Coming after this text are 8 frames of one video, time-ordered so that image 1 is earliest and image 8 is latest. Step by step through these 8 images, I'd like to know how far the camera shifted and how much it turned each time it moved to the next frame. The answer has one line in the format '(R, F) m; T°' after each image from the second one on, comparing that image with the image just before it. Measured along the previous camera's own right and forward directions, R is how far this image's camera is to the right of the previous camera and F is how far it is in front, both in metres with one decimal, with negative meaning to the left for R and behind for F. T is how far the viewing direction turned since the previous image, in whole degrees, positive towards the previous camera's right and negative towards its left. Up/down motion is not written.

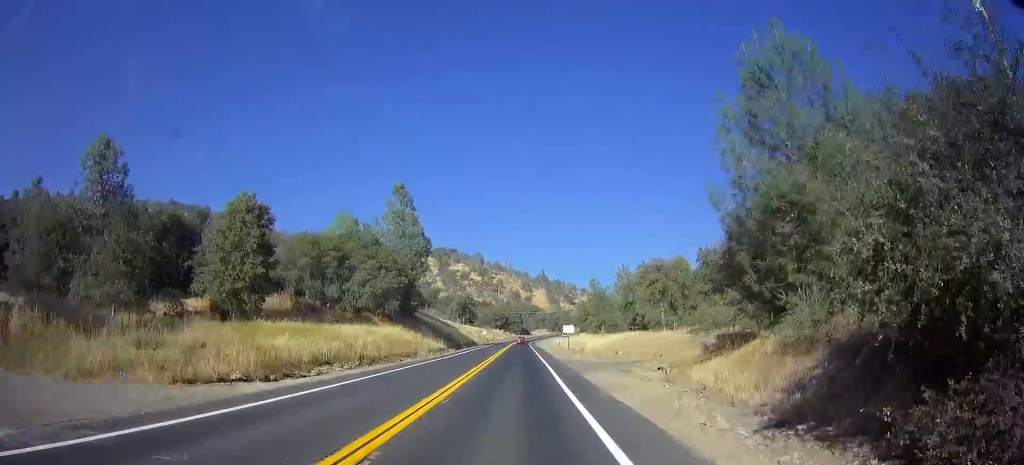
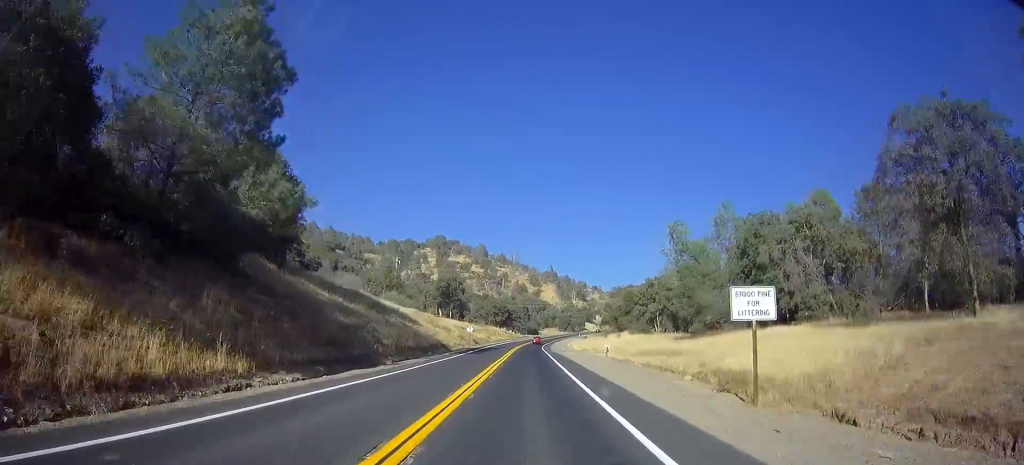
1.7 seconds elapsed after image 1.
(-0.5, +50.7) m; -1°
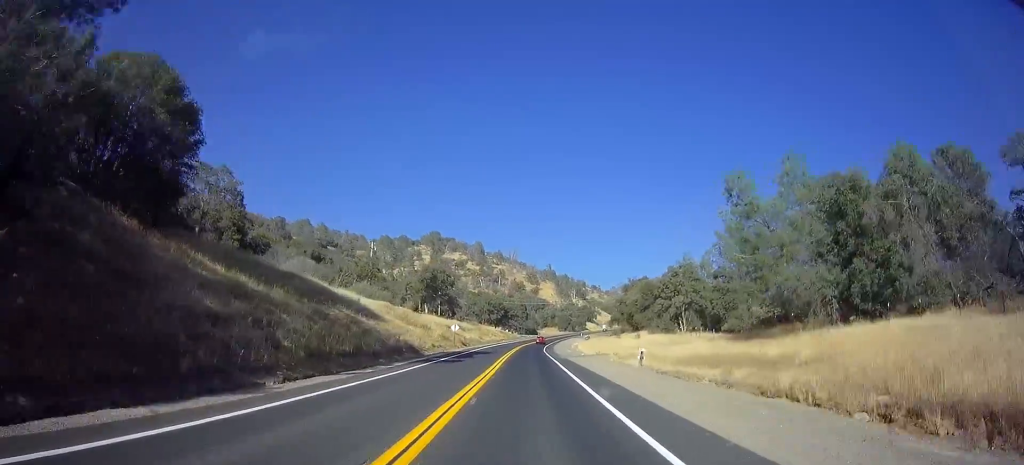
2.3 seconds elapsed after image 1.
(-0.2, +15.7) m; 0°
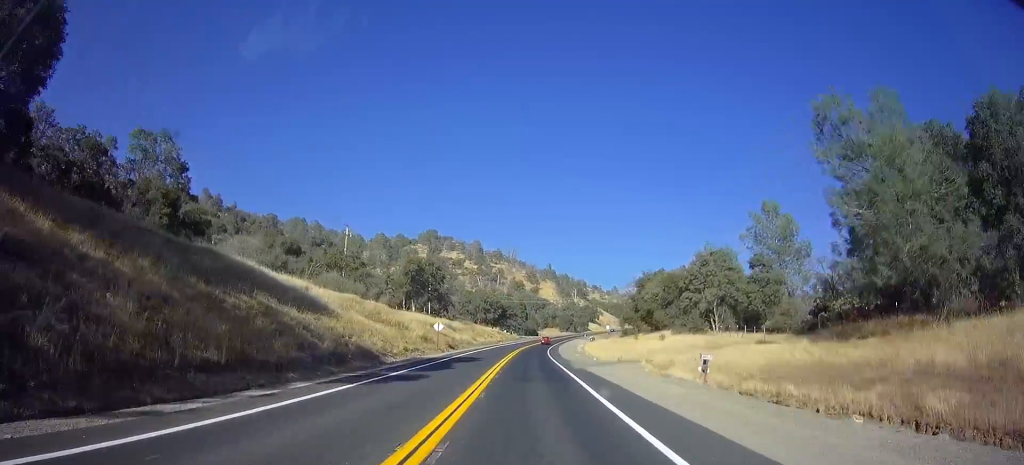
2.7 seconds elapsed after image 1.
(0.0, +12.7) m; +1°
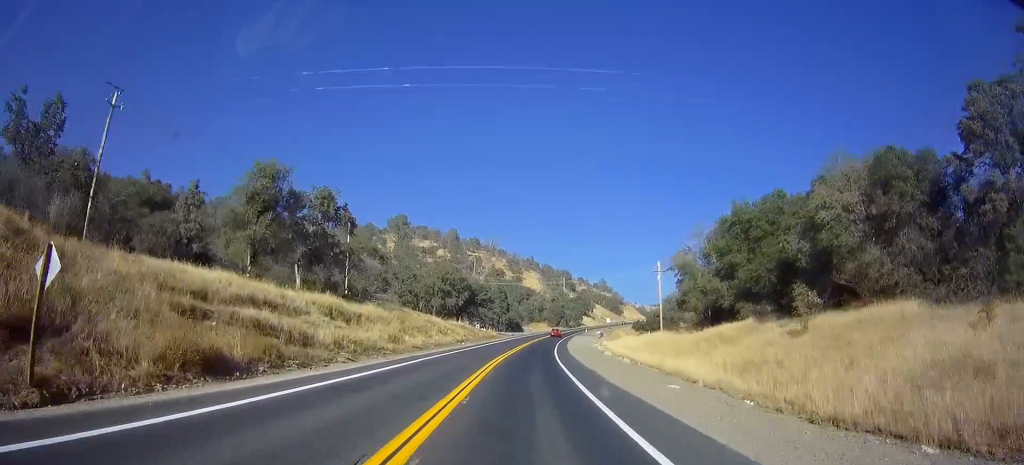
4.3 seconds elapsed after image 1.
(+1.0, +45.9) m; +3°
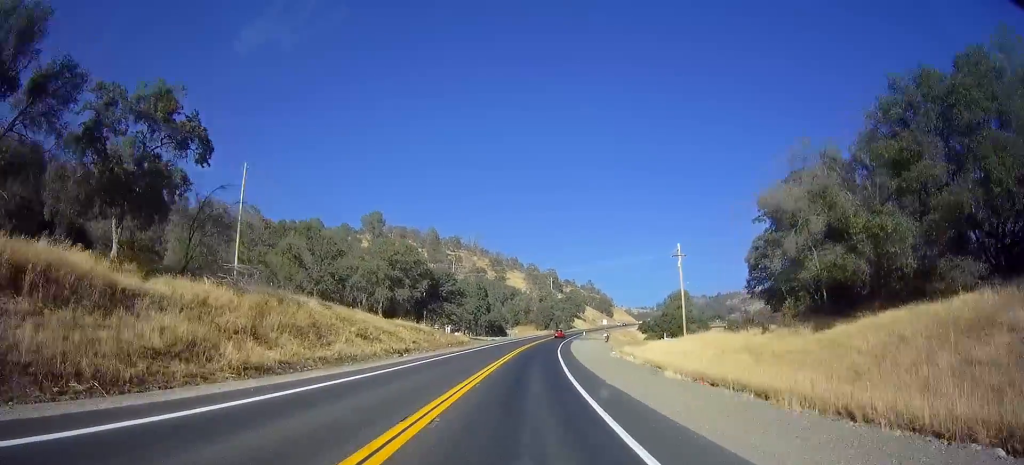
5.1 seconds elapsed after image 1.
(+0.4, +25.1) m; +2°
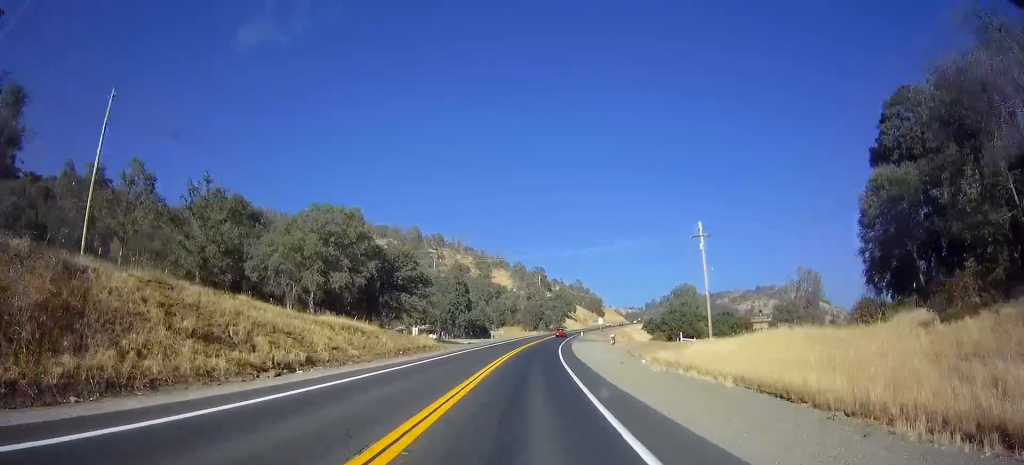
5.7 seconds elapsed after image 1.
(+0.2, +17.2) m; +1°
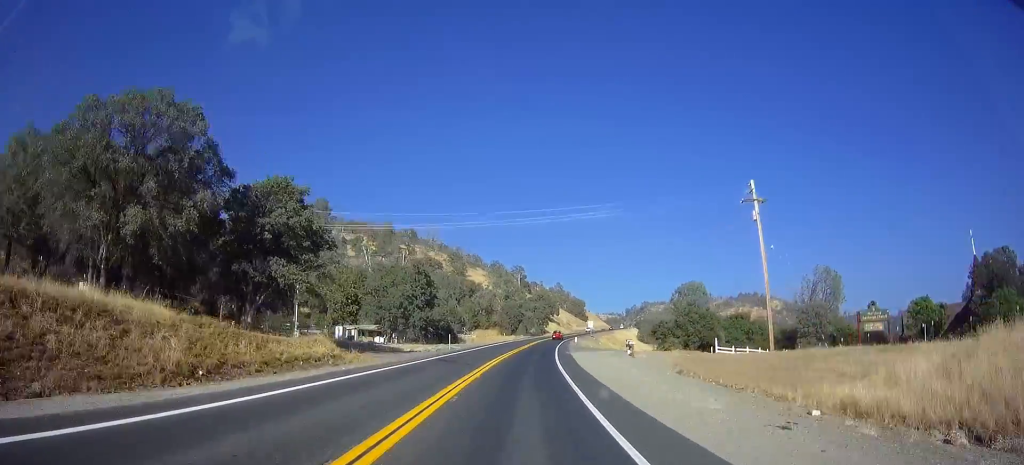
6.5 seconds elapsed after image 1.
(+0.3, +22.9) m; +1°
